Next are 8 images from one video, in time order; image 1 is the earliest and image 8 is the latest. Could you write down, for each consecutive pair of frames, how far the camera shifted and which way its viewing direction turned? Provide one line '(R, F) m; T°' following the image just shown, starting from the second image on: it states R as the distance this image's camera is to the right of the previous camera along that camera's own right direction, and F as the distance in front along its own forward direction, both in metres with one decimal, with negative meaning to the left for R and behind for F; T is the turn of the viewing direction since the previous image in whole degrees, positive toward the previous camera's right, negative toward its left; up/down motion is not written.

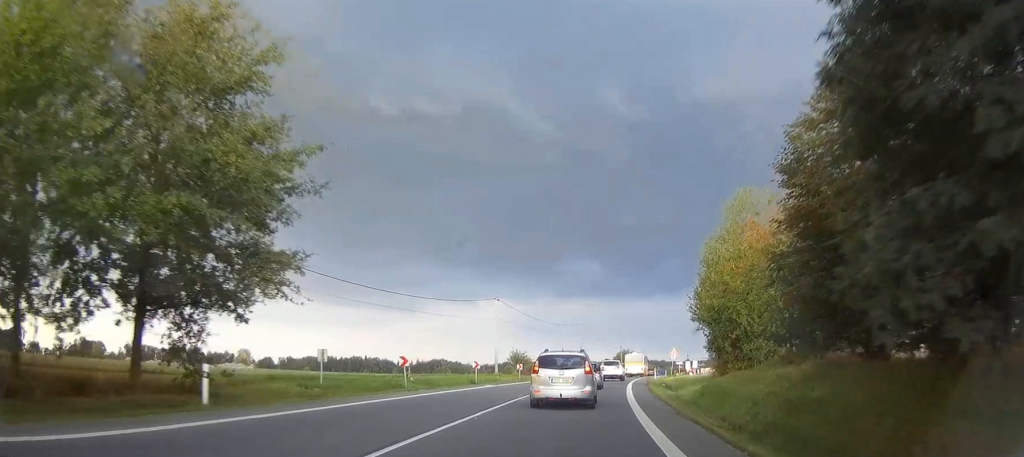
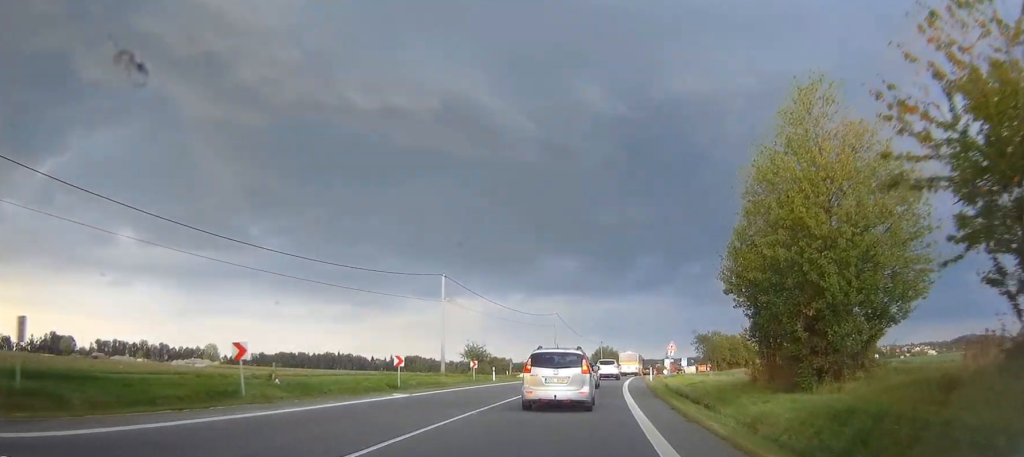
(+0.4, +16.5) m; +2°
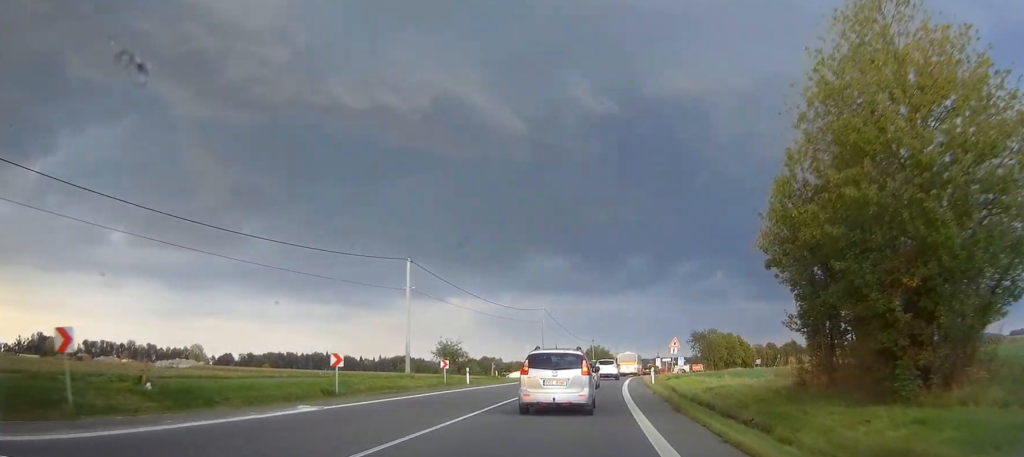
(+0.1, +8.2) m; +1°
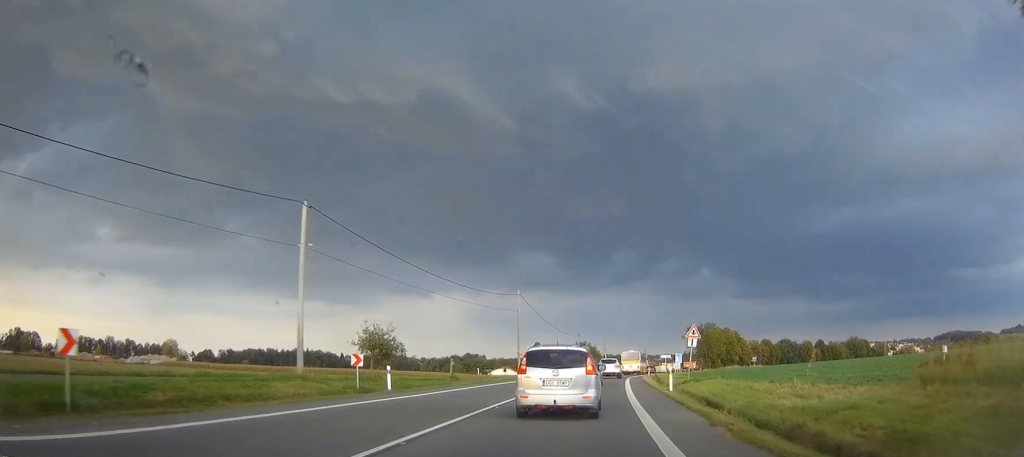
(+0.2, +16.3) m; +2°
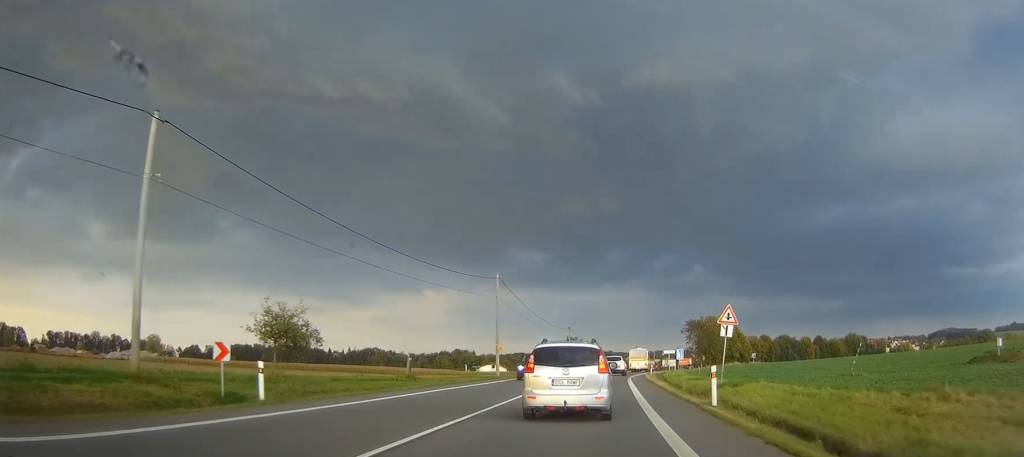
(+0.2, +12.2) m; +1°
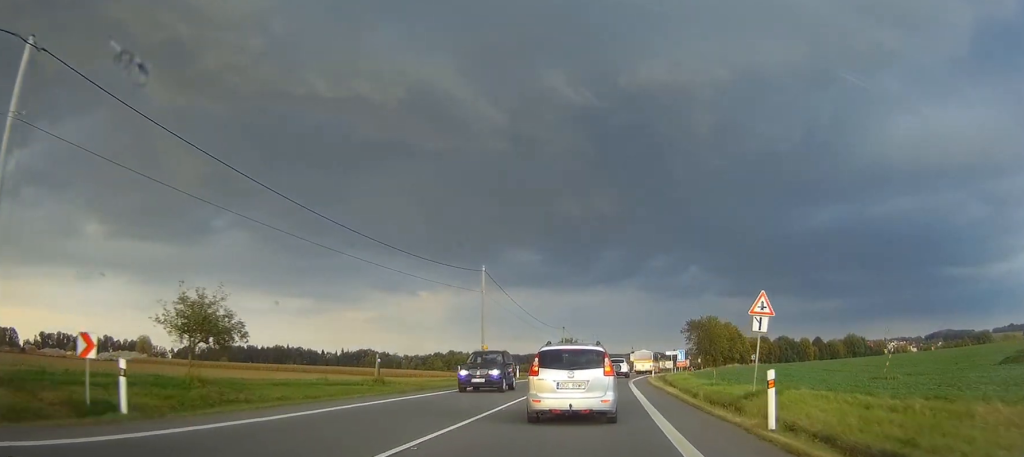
(+0.1, +6.5) m; 0°
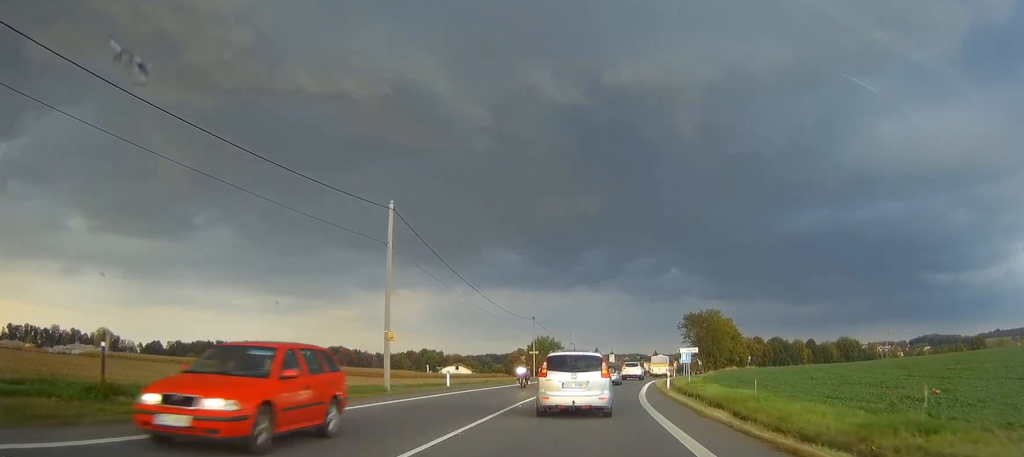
(+0.2, +25.3) m; +1°
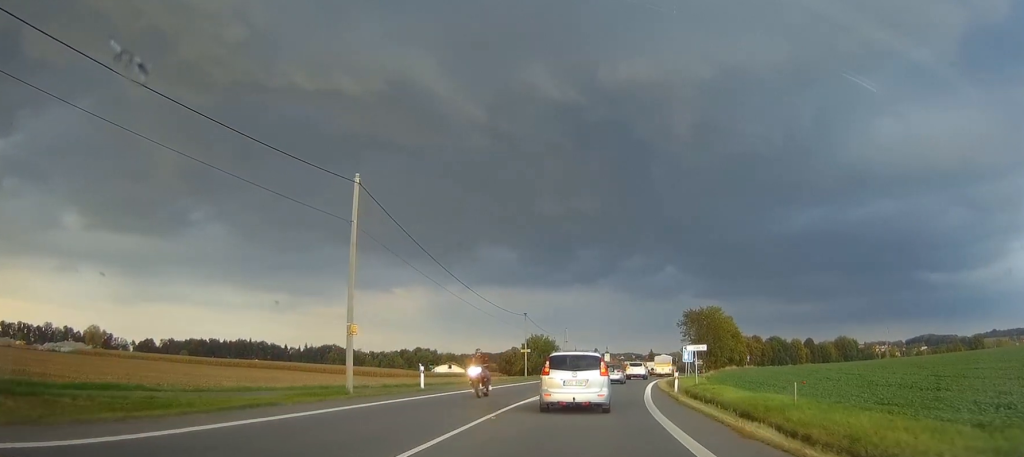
(0.0, +5.4) m; 0°
